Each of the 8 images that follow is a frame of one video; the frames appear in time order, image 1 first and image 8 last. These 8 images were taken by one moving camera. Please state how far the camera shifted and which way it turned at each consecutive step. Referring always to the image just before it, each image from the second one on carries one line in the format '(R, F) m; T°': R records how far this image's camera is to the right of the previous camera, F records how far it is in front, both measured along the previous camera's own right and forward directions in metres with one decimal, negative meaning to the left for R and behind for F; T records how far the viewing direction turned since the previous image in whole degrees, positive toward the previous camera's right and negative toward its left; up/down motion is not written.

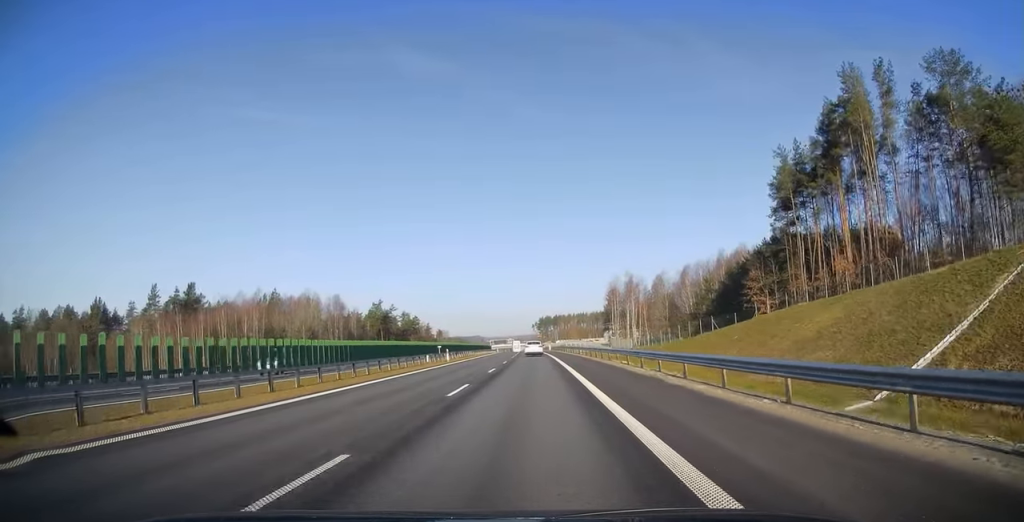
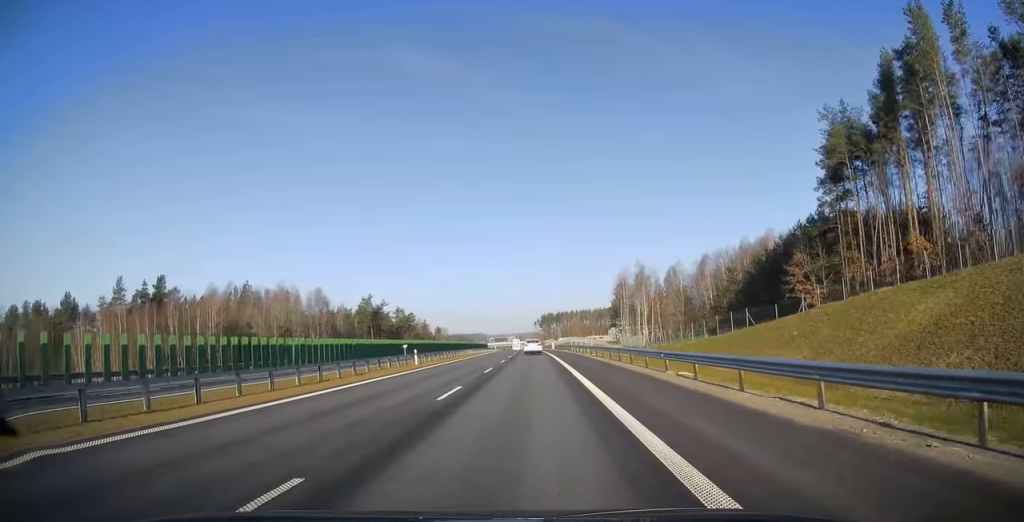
(+0.1, +13.3) m; 0°
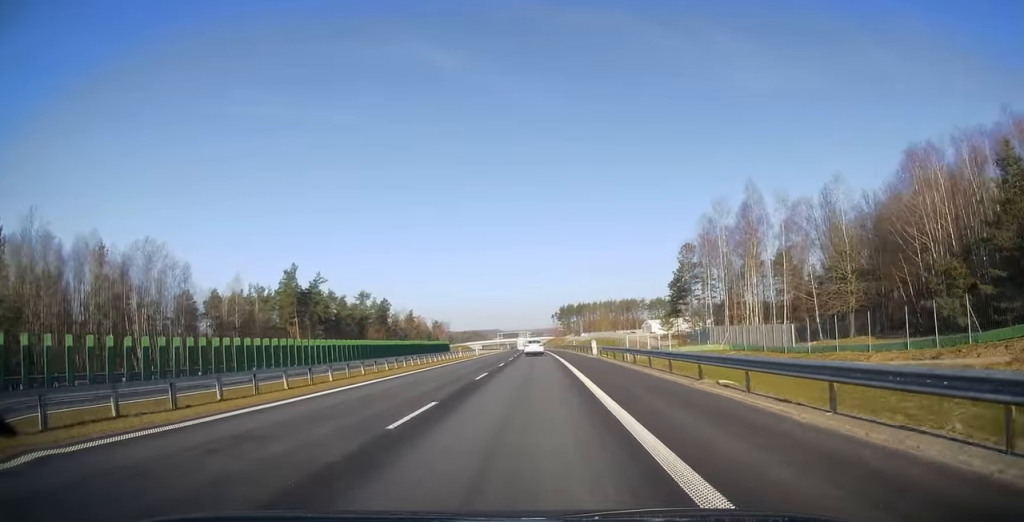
(-1.1, +64.3) m; -2°
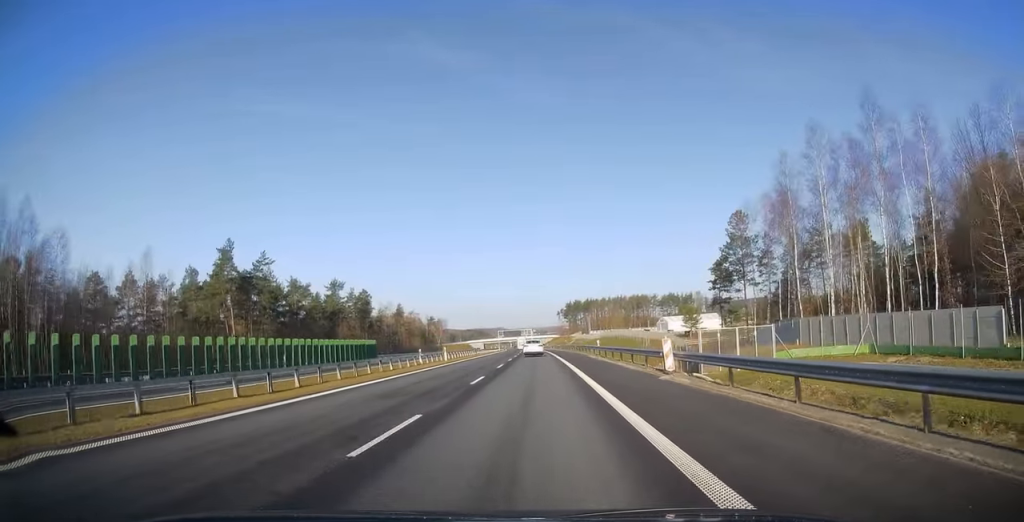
(-0.4, +26.2) m; -1°
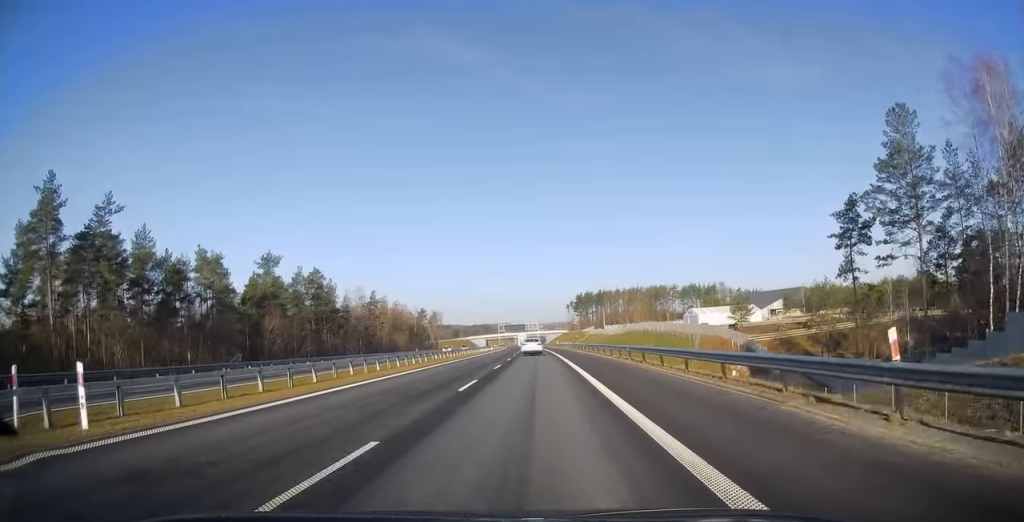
(-0.2, +38.8) m; -1°
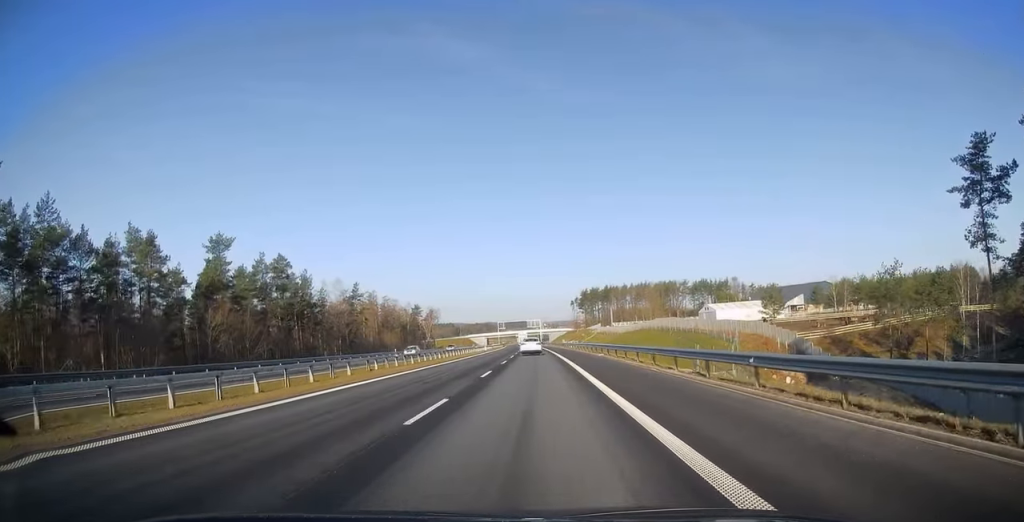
(-0.2, +18.2) m; 0°
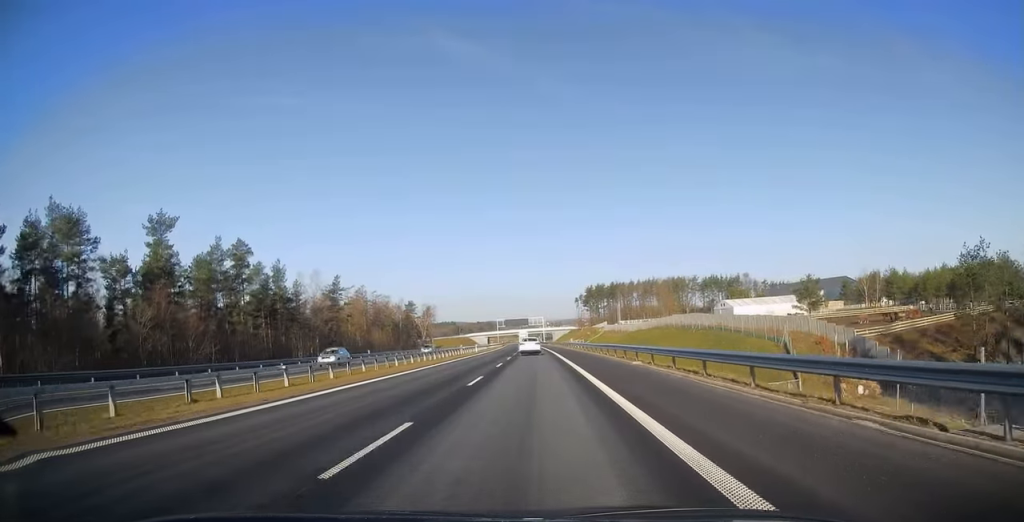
(0.0, +15.5) m; 0°
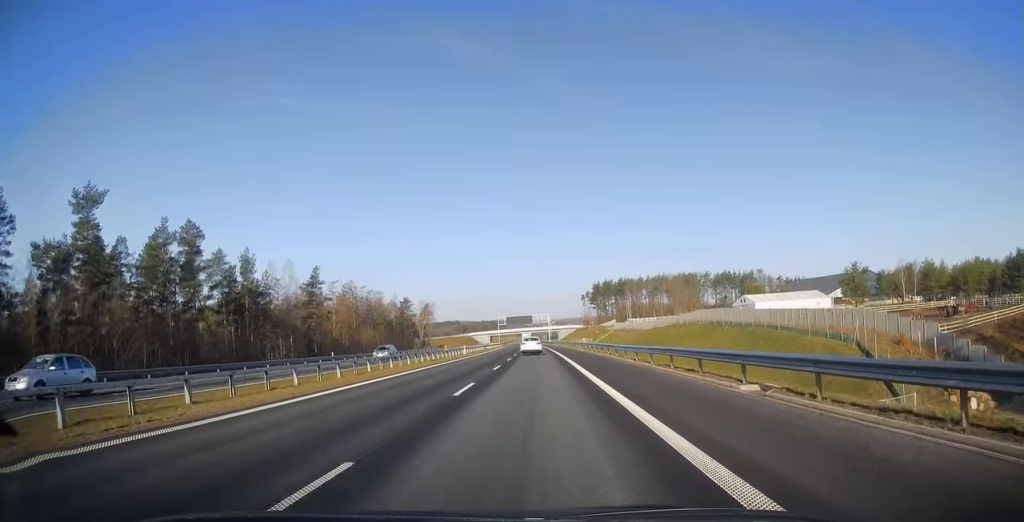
(+0.3, +14.9) m; 0°
